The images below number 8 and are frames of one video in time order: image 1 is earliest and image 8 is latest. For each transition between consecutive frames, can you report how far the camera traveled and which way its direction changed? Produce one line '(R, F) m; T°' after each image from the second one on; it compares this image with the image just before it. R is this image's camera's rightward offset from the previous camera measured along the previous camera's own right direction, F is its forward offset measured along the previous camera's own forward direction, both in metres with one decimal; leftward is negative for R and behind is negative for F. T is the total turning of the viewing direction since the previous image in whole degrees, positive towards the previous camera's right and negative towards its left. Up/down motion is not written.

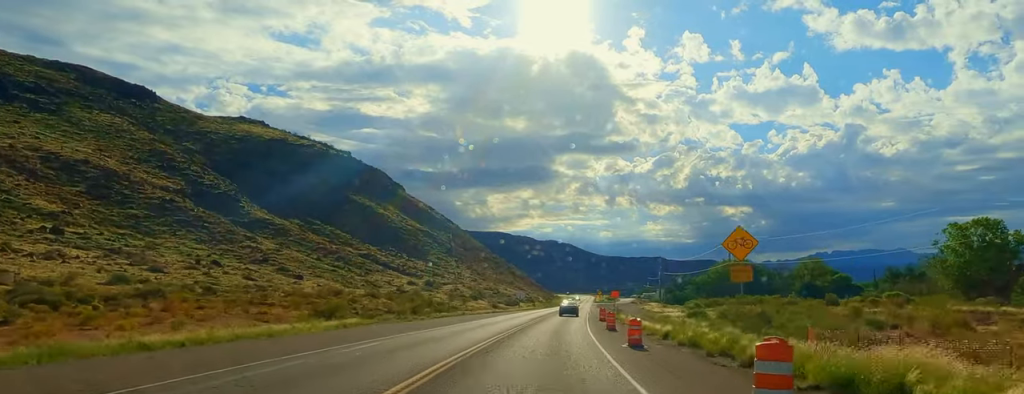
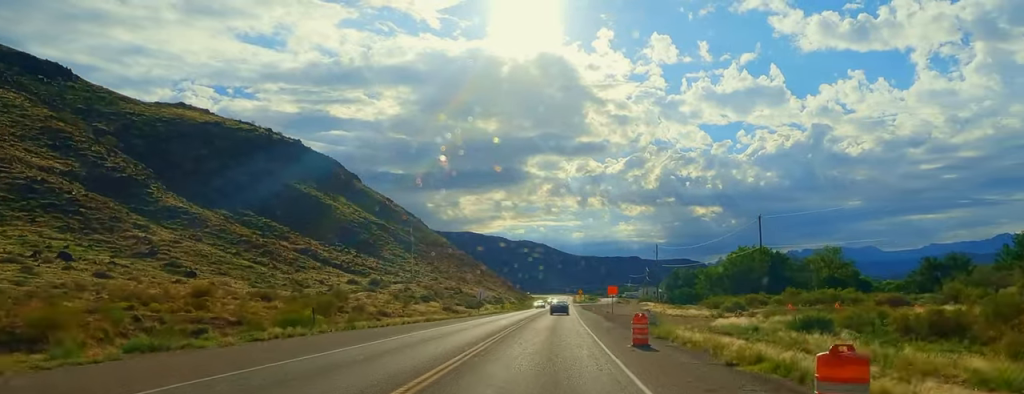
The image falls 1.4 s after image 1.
(+1.0, +33.6) m; +1°
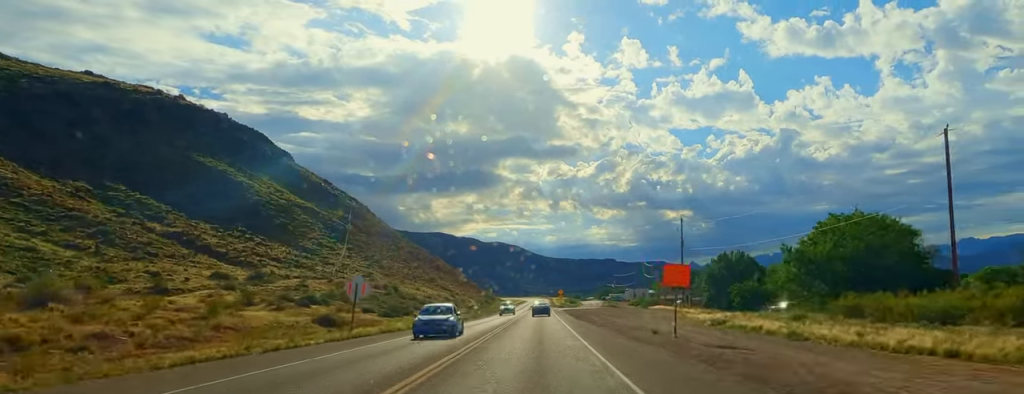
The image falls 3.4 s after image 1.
(+0.5, +50.2) m; +2°
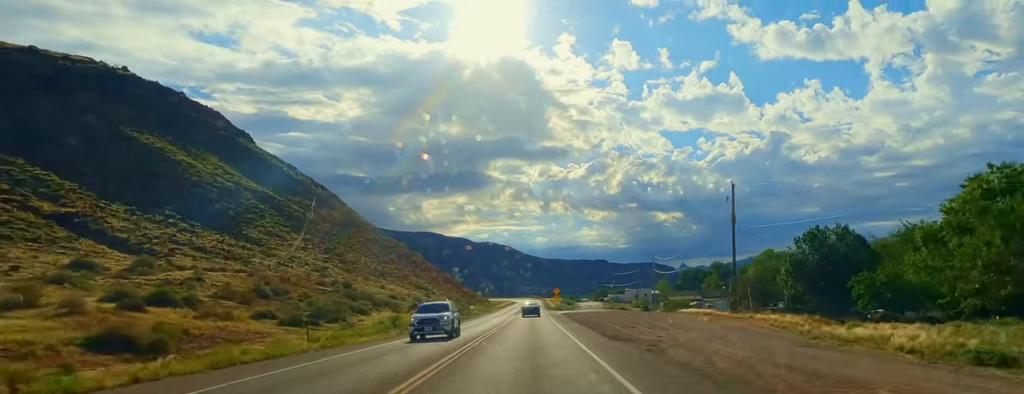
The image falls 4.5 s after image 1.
(+0.2, +28.1) m; 0°
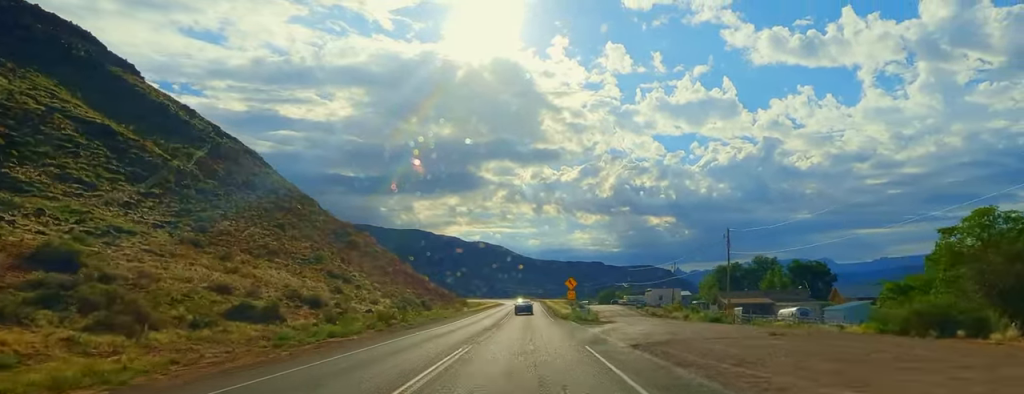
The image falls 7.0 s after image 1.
(+0.3, +62.1) m; -1°
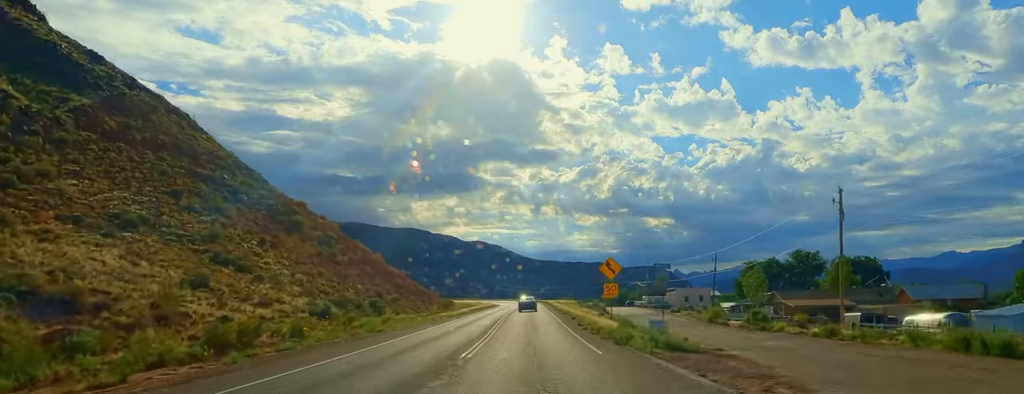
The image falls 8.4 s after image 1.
(-0.5, +33.1) m; -1°
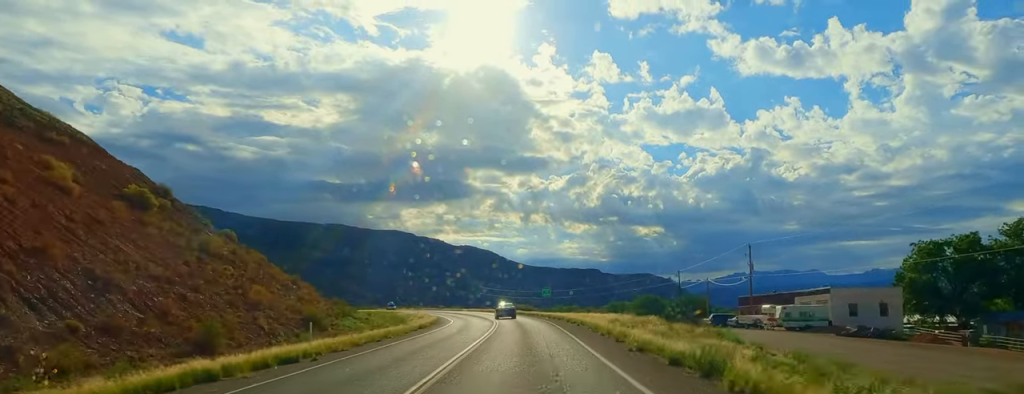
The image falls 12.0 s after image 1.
(+2.4, +89.3) m; 0°
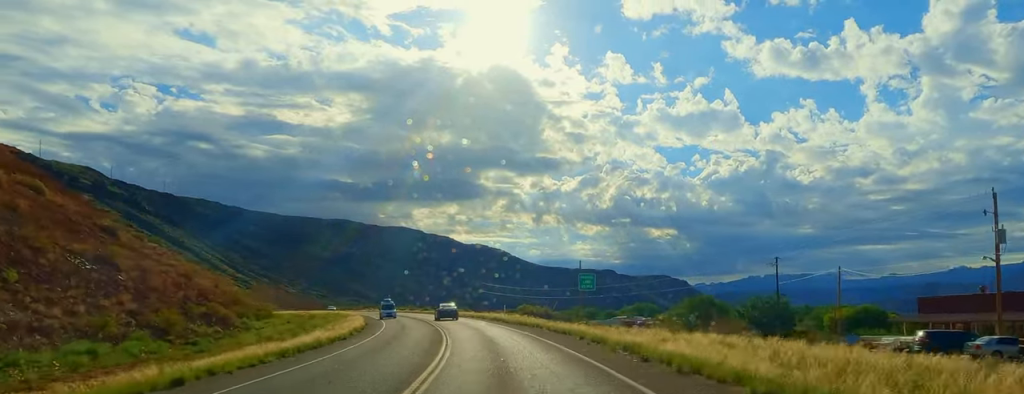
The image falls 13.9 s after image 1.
(-2.8, +47.0) m; -5°
